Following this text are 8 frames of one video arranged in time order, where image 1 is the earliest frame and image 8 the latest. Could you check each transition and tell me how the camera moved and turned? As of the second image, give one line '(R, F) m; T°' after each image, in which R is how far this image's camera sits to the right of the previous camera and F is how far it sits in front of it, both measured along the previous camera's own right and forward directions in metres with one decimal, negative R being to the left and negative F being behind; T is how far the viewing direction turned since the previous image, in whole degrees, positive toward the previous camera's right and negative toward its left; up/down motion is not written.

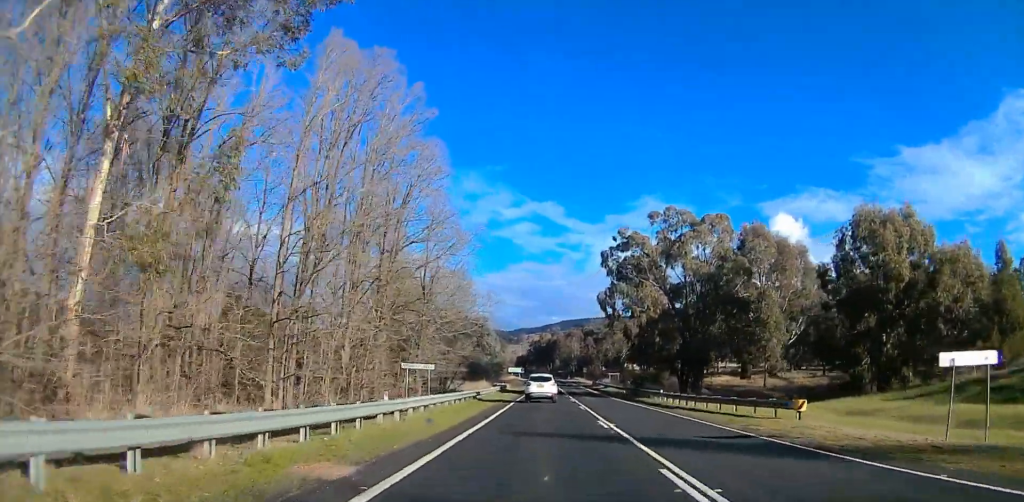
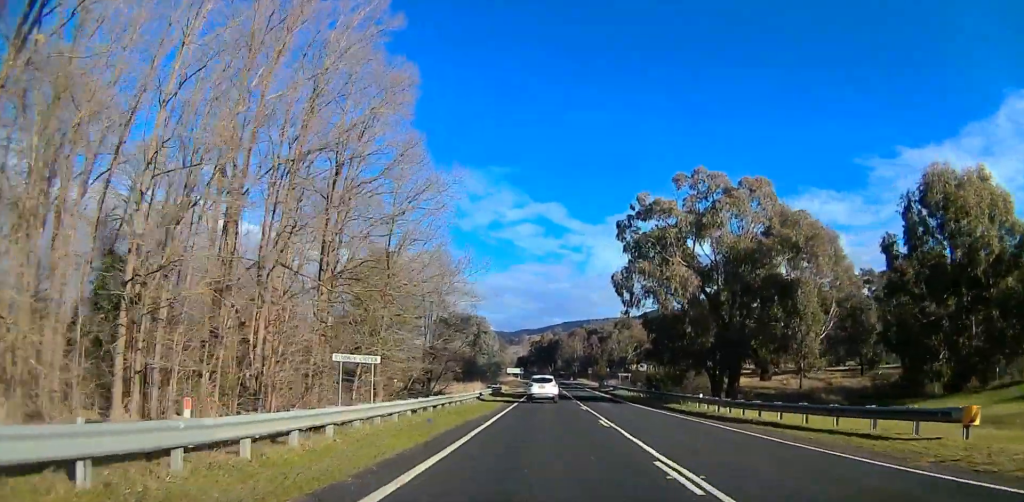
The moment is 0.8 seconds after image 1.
(-0.3, +10.9) m; -1°
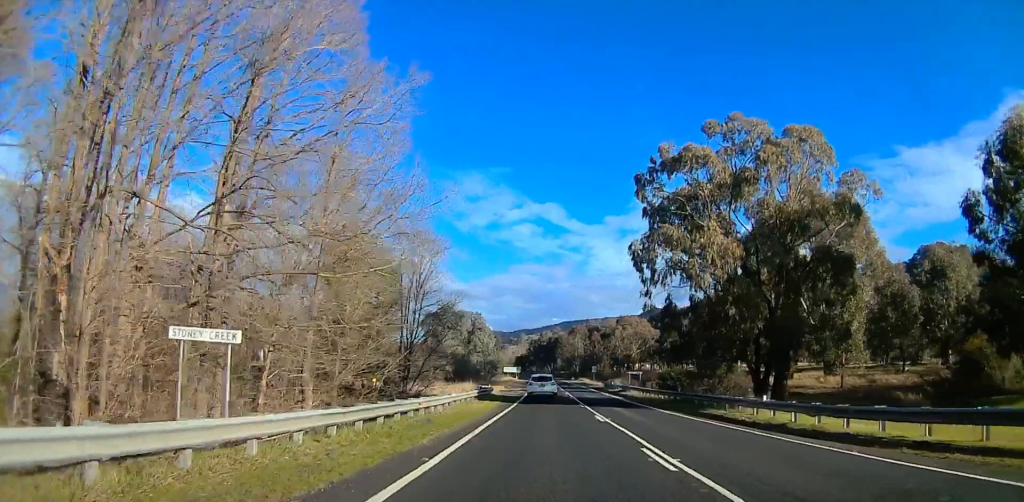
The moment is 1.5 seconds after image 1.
(-0.1, +9.7) m; +2°
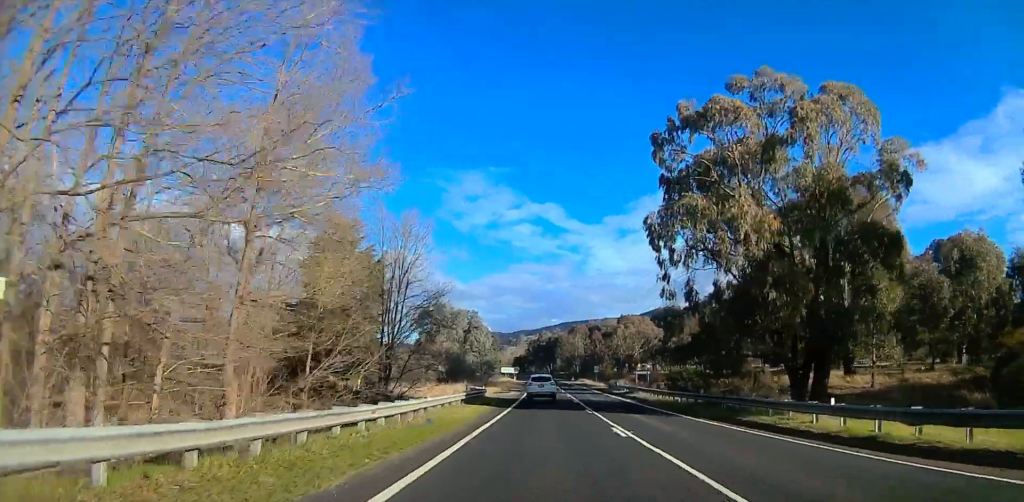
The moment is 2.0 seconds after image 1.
(+0.3, +5.9) m; 0°
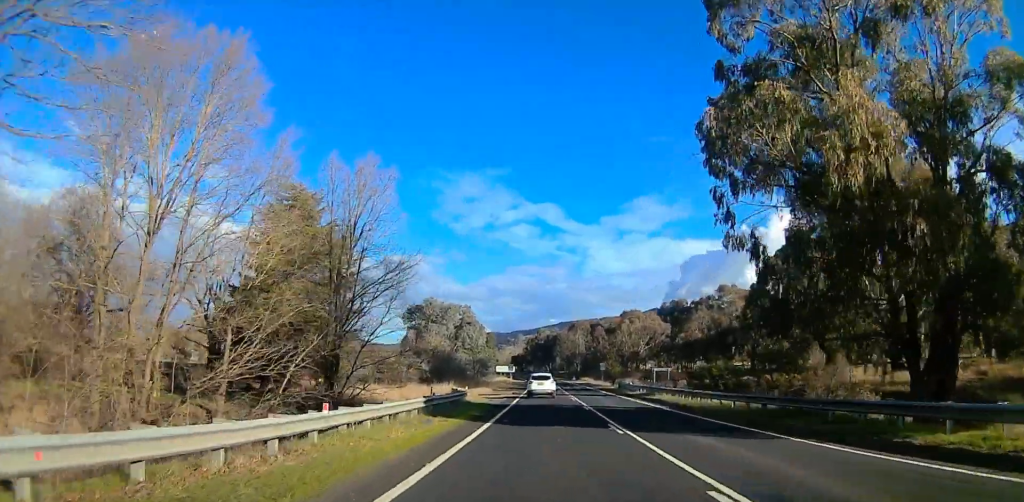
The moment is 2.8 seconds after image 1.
(+0.2, +11.2) m; -1°
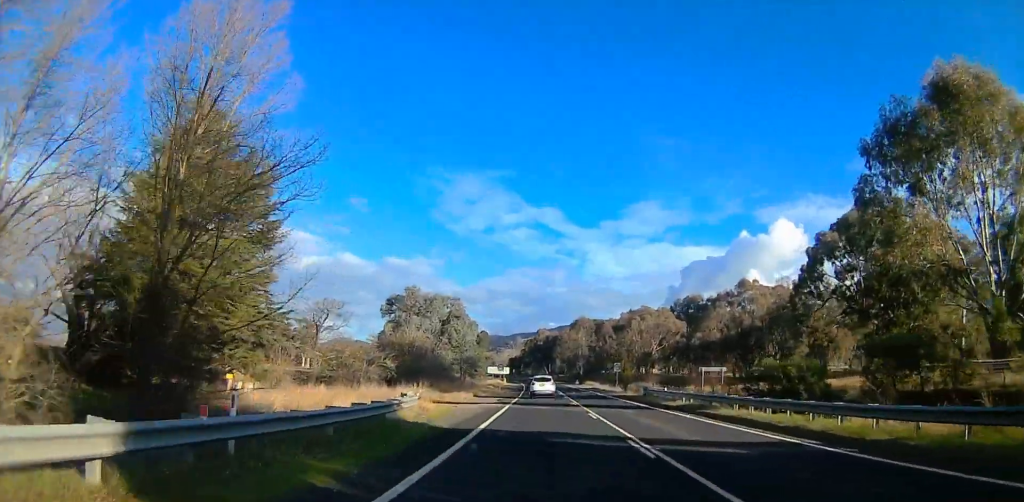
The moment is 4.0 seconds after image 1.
(-0.6, +16.8) m; -3°
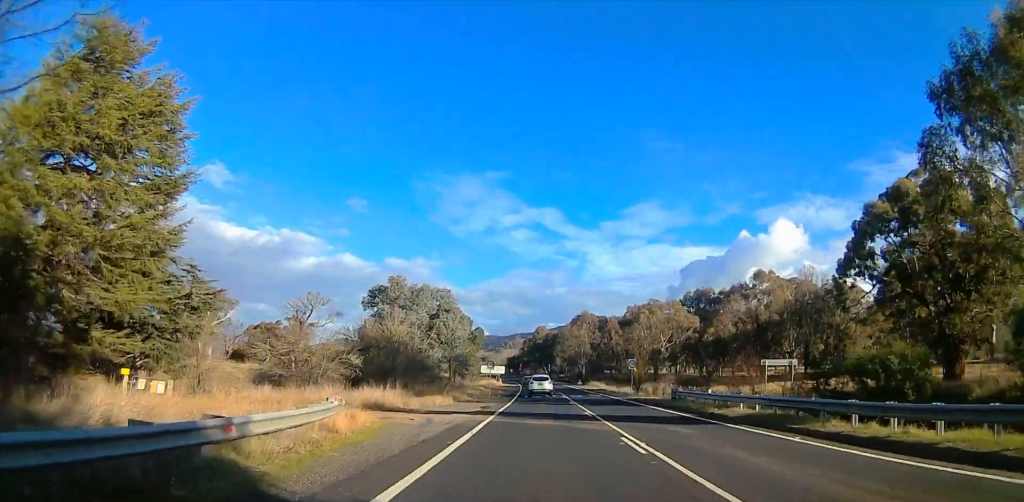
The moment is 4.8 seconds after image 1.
(-0.1, +10.9) m; 0°
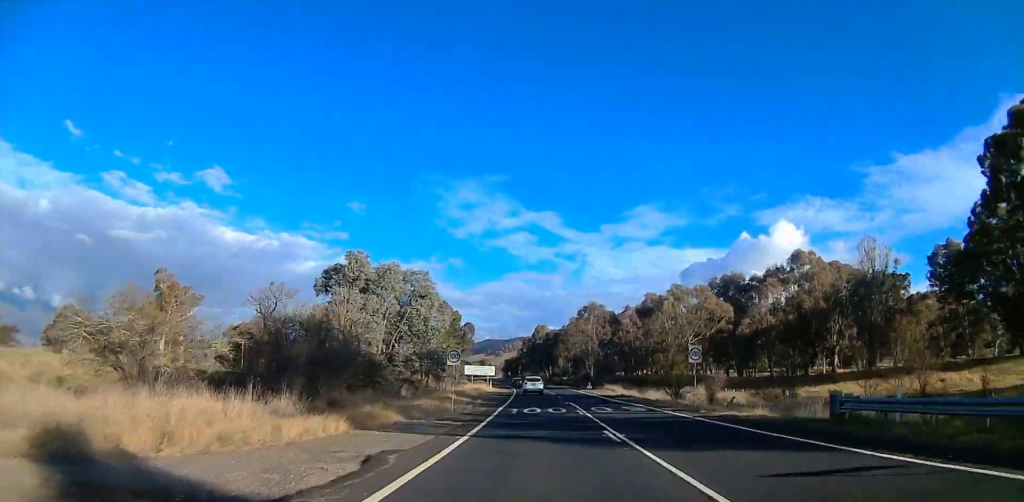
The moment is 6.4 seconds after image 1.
(+0.7, +21.3) m; +5°
